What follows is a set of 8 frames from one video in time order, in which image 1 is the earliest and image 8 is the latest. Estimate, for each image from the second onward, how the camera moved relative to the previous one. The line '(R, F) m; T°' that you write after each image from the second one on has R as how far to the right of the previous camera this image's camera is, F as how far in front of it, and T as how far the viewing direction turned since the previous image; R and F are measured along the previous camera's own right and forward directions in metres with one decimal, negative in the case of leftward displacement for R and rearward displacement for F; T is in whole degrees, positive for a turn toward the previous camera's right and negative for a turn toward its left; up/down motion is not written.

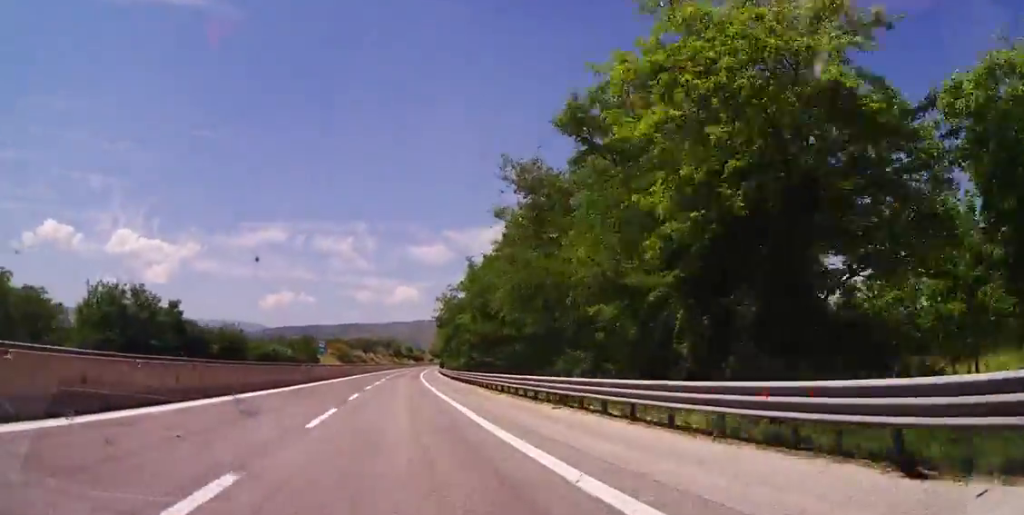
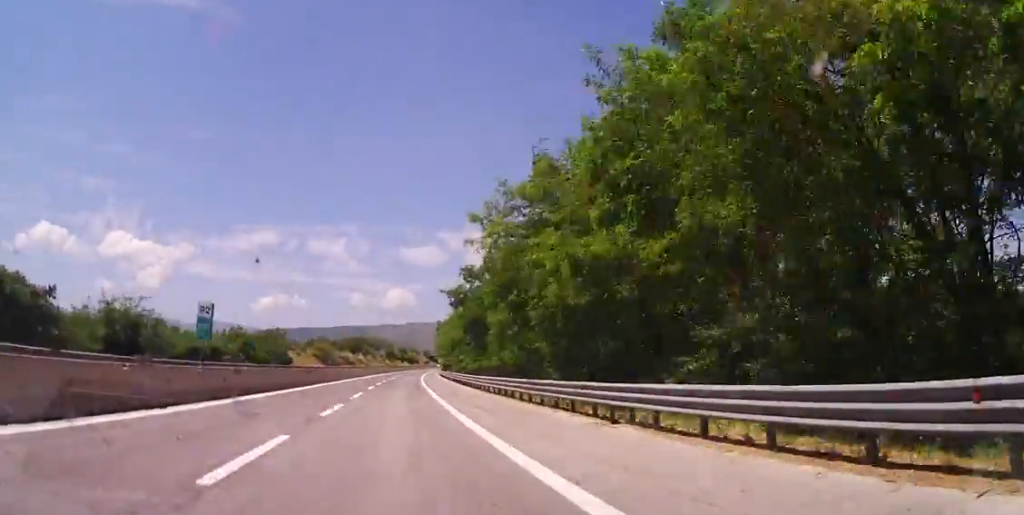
(+3.5, +32.0) m; +8°
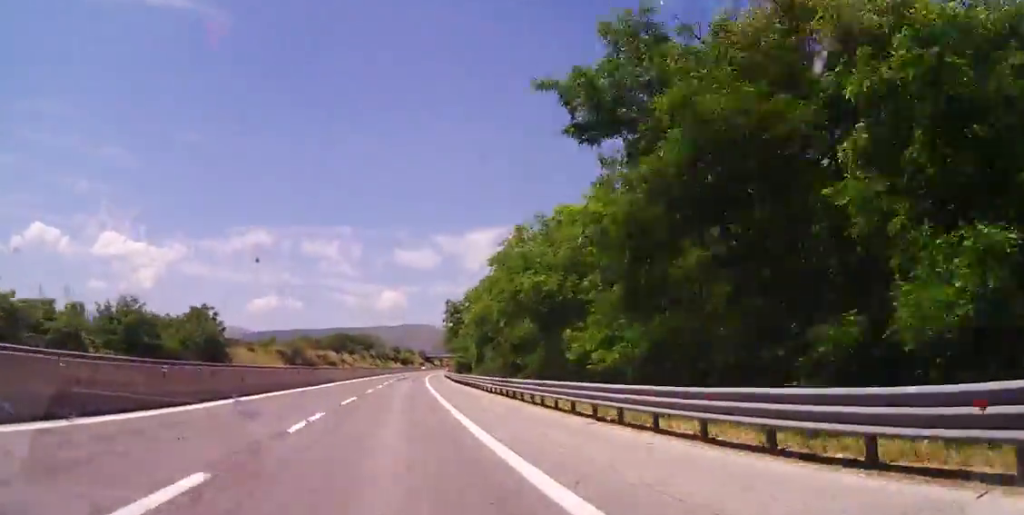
(+1.0, +42.2) m; +2°
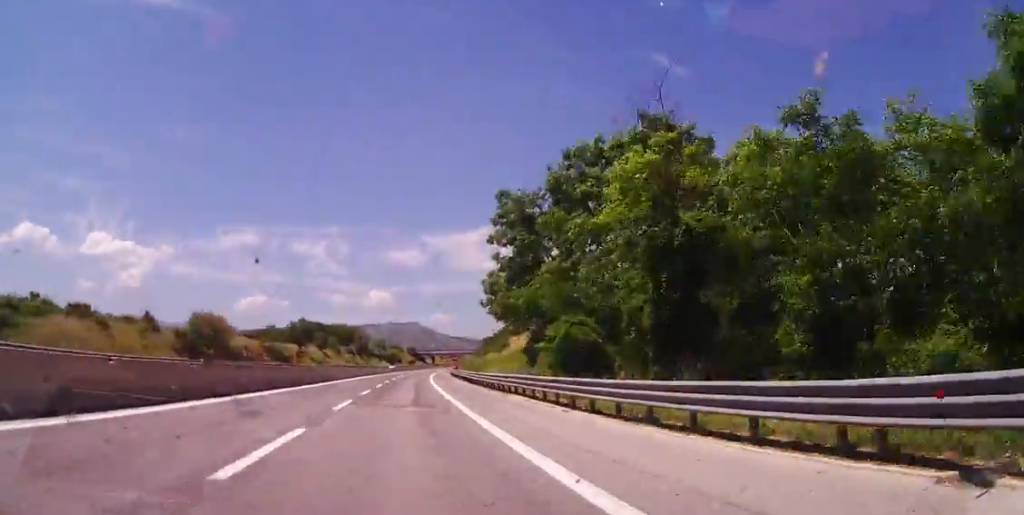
(+0.5, +54.4) m; +1°
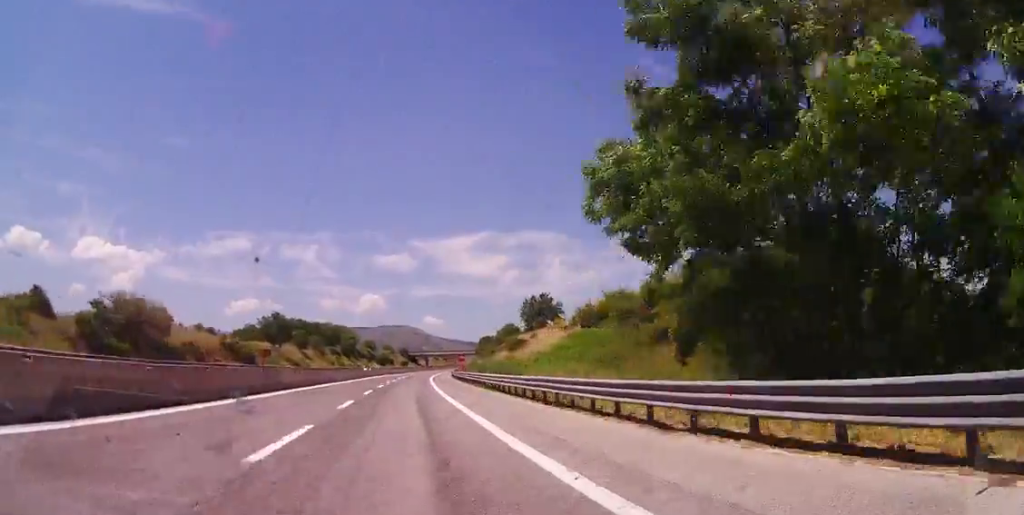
(+0.1, +22.5) m; 0°
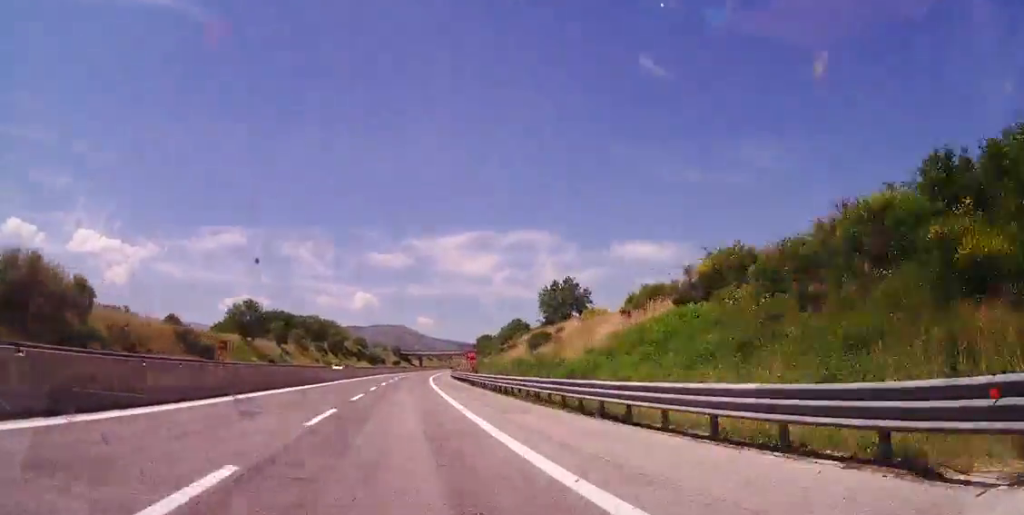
(-0.1, +19.0) m; 0°
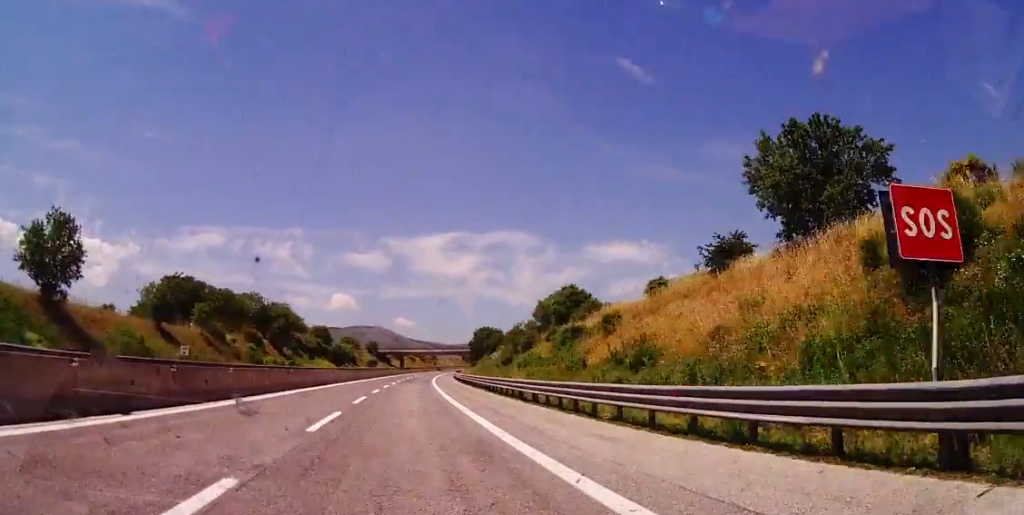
(+1.2, +60.0) m; +2°
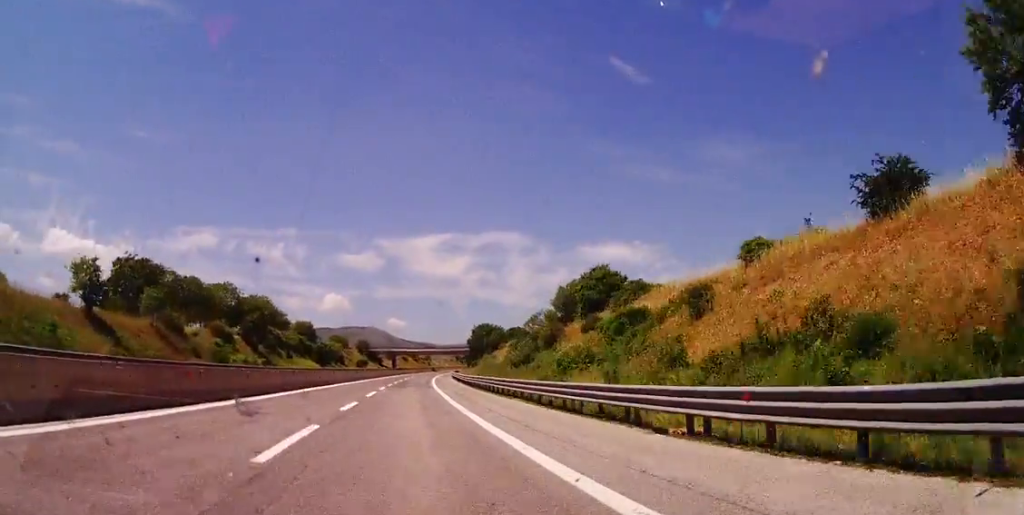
(+0.1, +16.4) m; 0°
